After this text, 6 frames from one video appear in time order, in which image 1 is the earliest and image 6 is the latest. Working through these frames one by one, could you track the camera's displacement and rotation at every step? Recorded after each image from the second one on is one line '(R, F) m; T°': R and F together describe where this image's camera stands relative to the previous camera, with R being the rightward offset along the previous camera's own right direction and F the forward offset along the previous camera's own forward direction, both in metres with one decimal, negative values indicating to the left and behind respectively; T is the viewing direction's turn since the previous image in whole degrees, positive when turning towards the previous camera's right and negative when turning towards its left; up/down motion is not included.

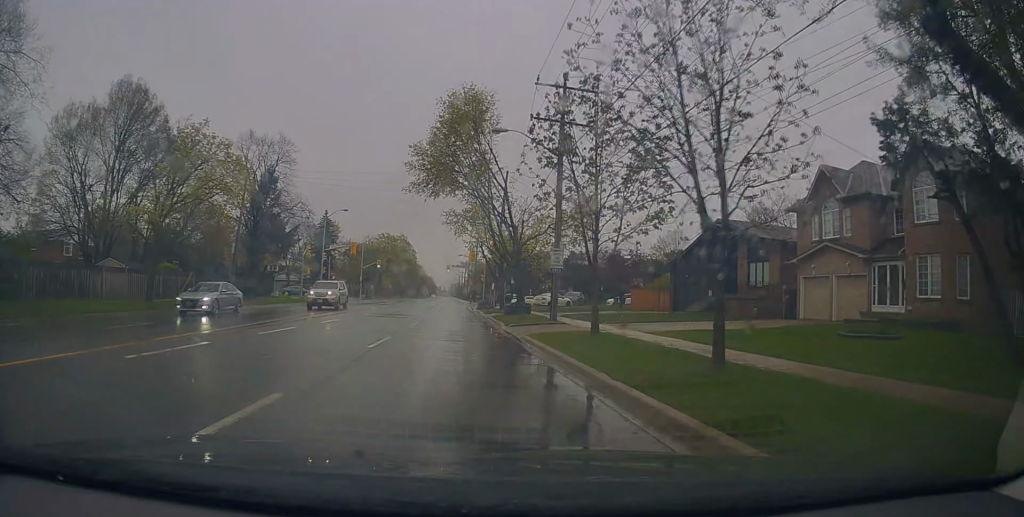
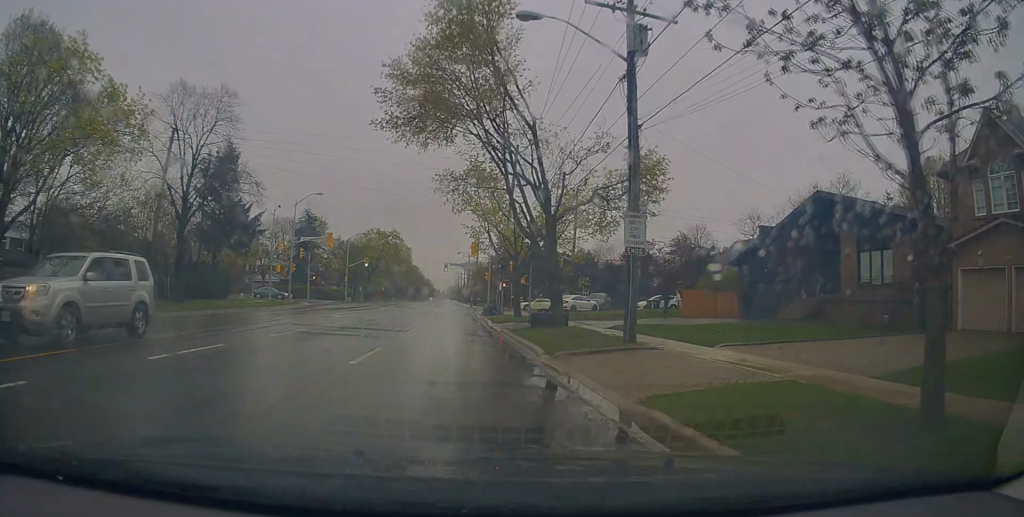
(-0.3, +12.0) m; -2°
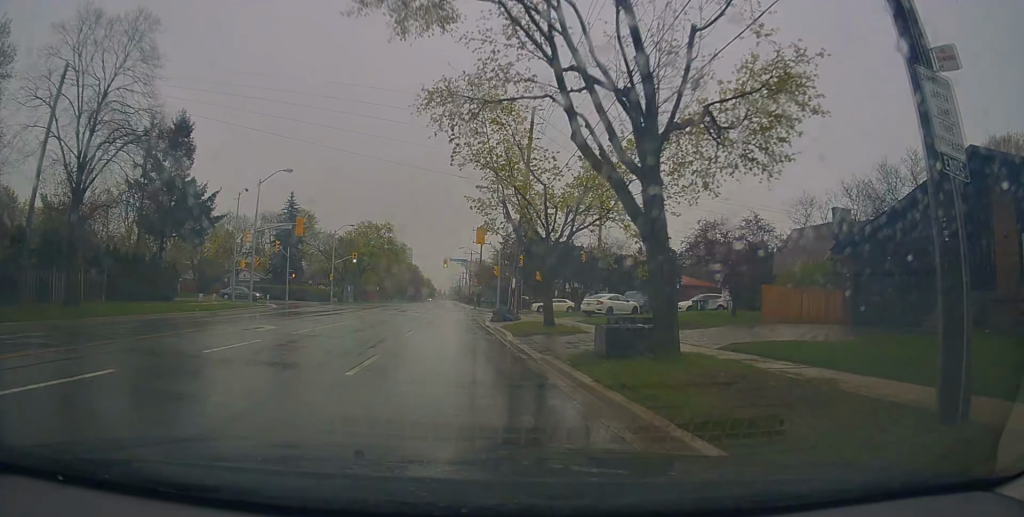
(0.0, +10.0) m; +1°
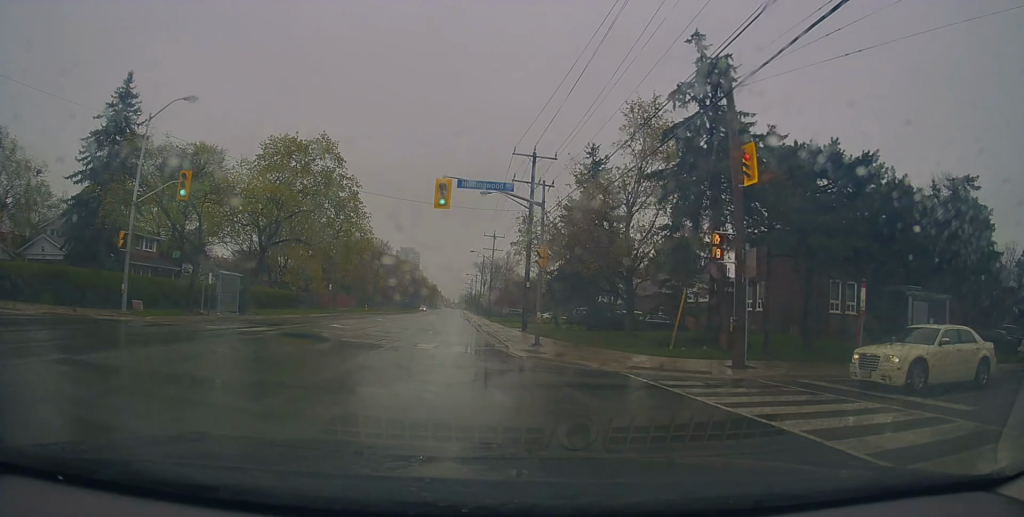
(+0.6, +48.5) m; 0°
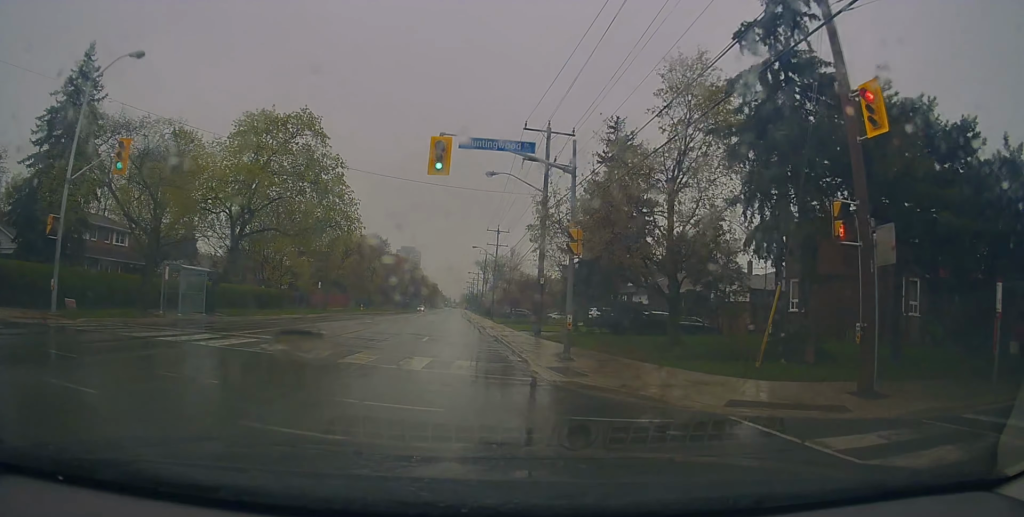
(-0.1, +5.3) m; -1°
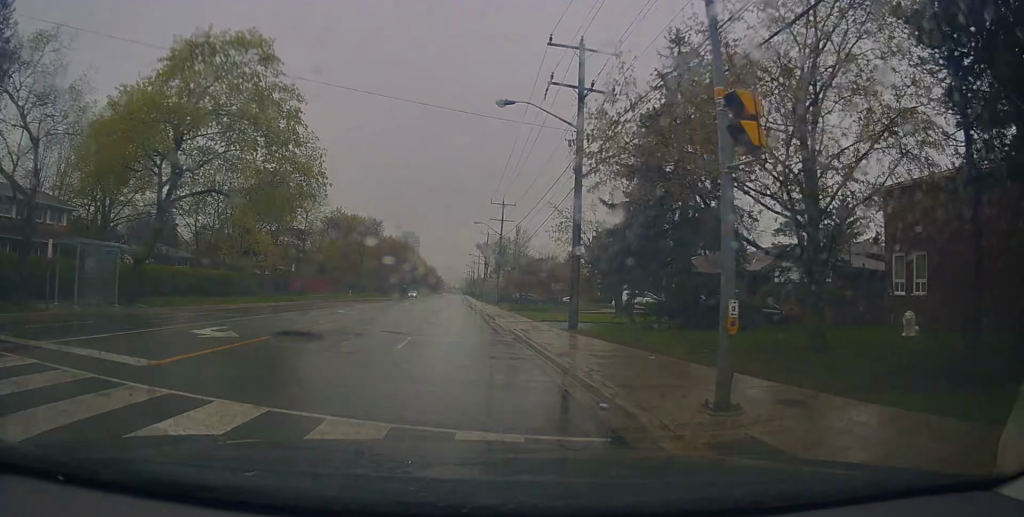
(-0.1, +9.3) m; +1°
